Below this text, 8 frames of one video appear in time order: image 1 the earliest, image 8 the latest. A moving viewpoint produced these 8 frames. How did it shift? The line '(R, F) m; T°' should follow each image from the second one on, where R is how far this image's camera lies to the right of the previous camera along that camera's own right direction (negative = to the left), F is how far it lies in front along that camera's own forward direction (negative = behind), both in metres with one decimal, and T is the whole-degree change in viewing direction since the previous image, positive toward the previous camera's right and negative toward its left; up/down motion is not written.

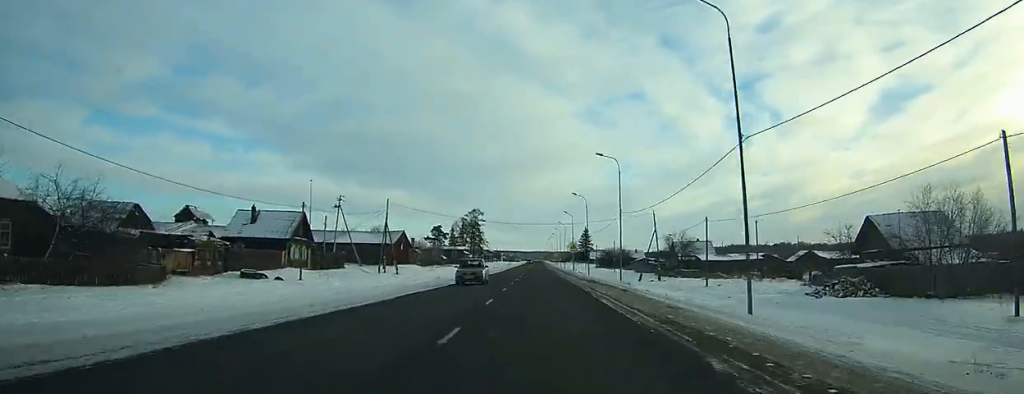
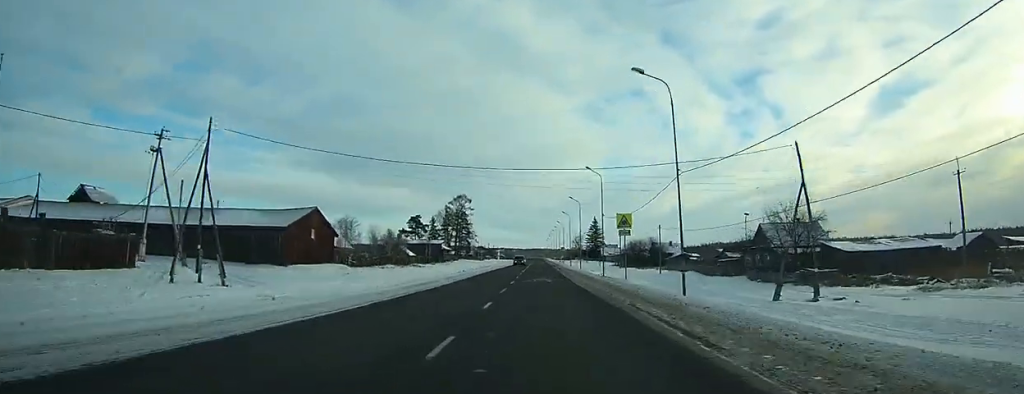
(+0.2, +49.8) m; +1°
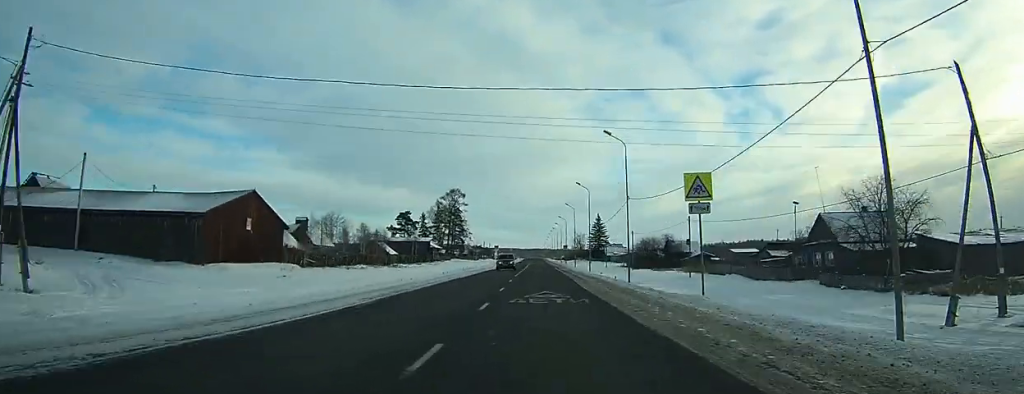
(0.0, +16.0) m; 0°
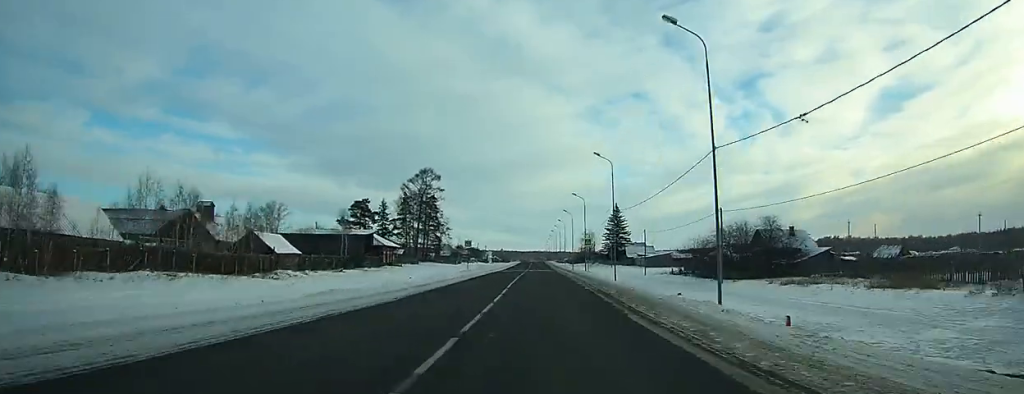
(+0.1, +48.0) m; 0°
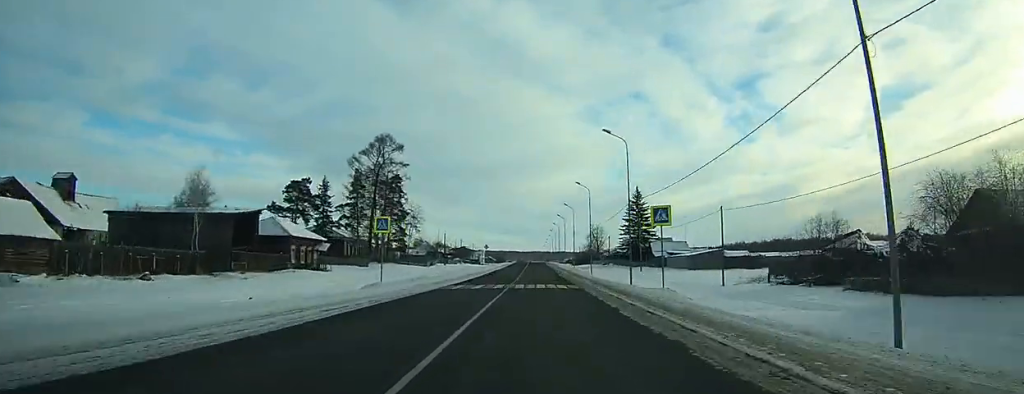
(0.0, +38.2) m; 0°
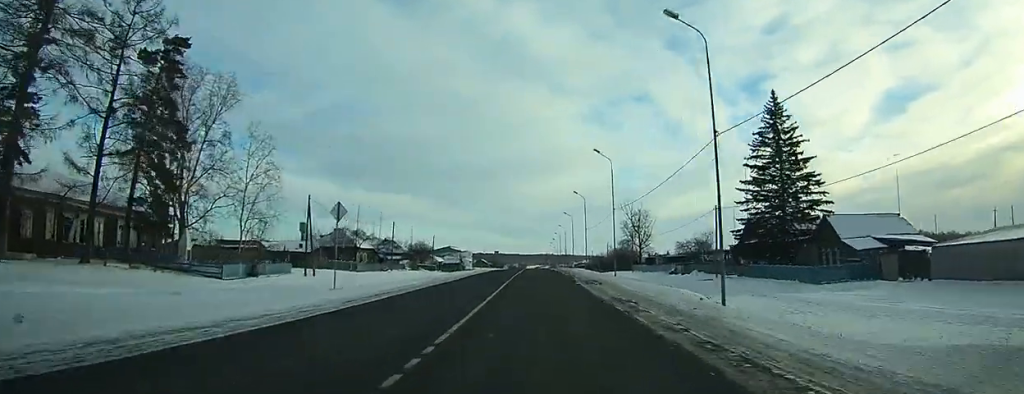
(-0.2, +81.3) m; 0°
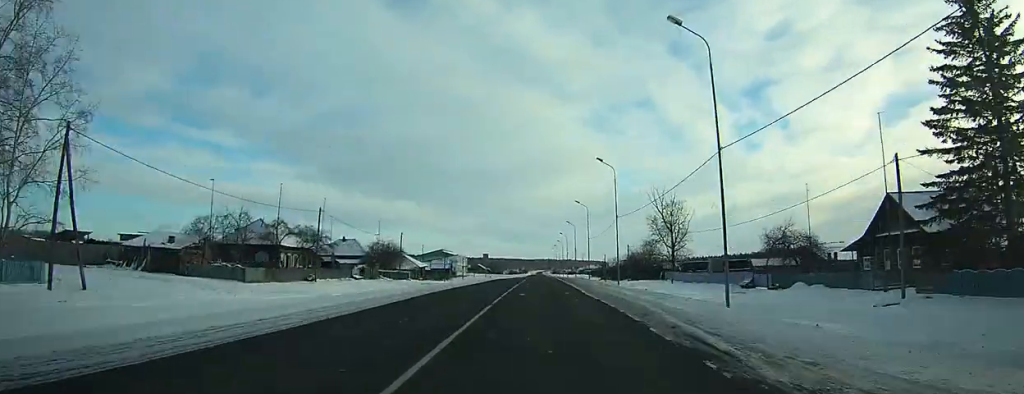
(0.0, +31.2) m; 0°
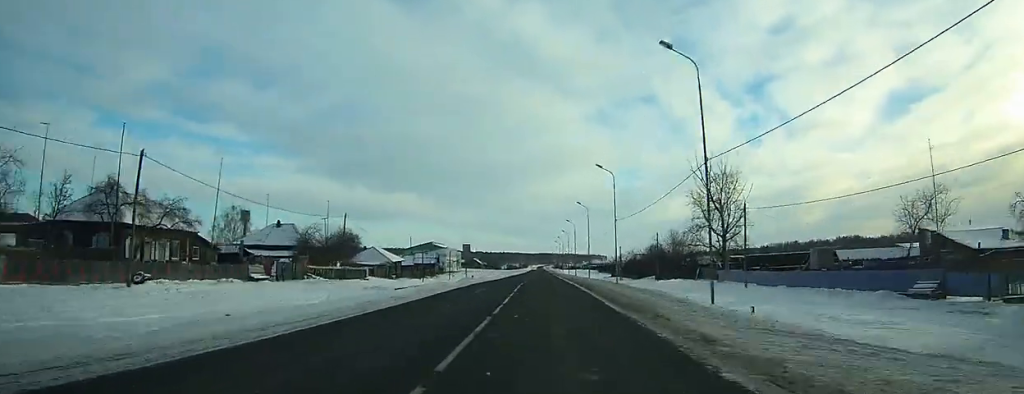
(-0.1, +27.6) m; 0°
